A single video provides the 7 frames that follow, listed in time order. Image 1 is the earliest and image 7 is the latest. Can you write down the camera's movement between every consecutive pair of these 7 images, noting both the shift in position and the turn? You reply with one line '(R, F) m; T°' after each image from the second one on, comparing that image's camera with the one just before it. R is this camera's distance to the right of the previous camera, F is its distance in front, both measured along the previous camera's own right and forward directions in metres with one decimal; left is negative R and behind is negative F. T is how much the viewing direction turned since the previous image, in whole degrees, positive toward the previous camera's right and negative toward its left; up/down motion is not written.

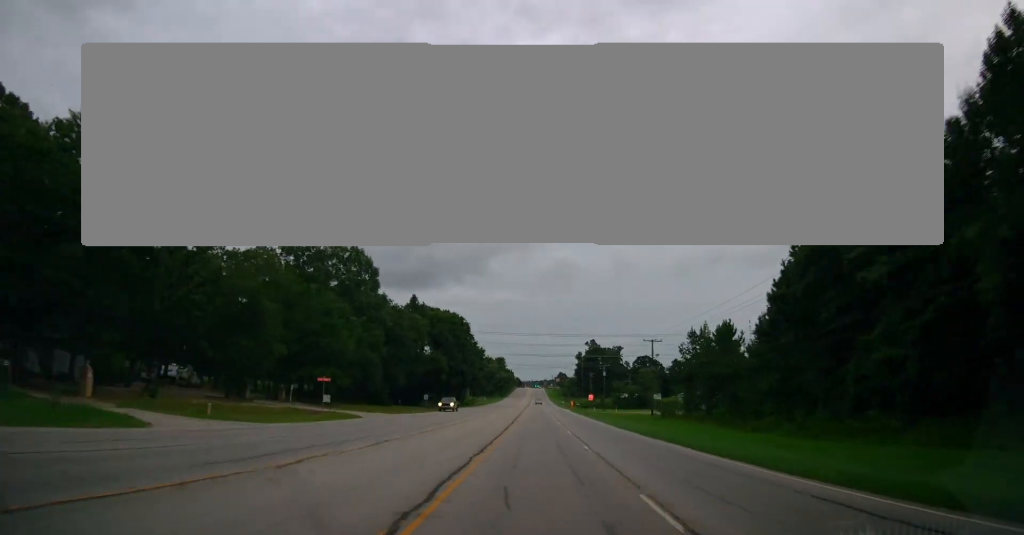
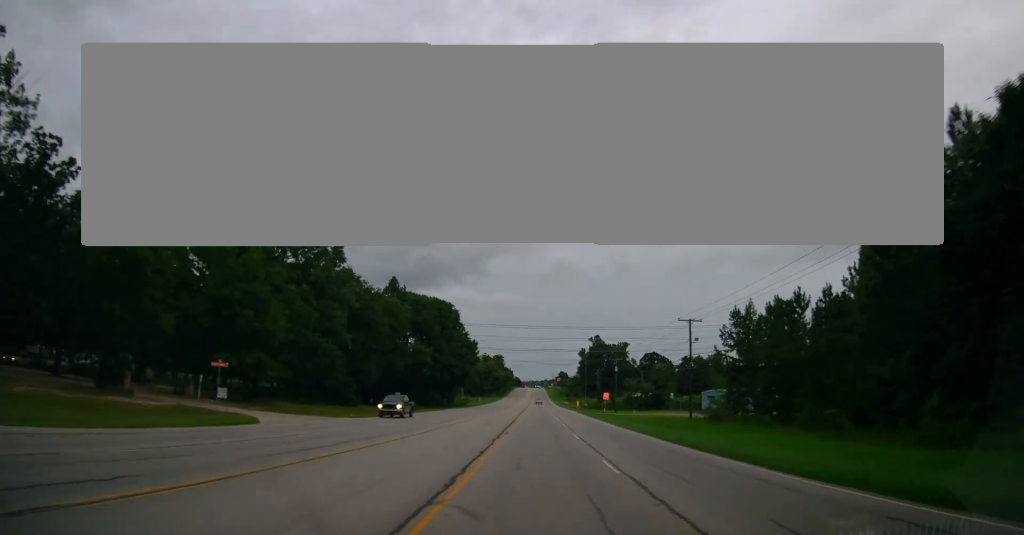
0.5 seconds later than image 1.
(-0.1, +18.0) m; 0°
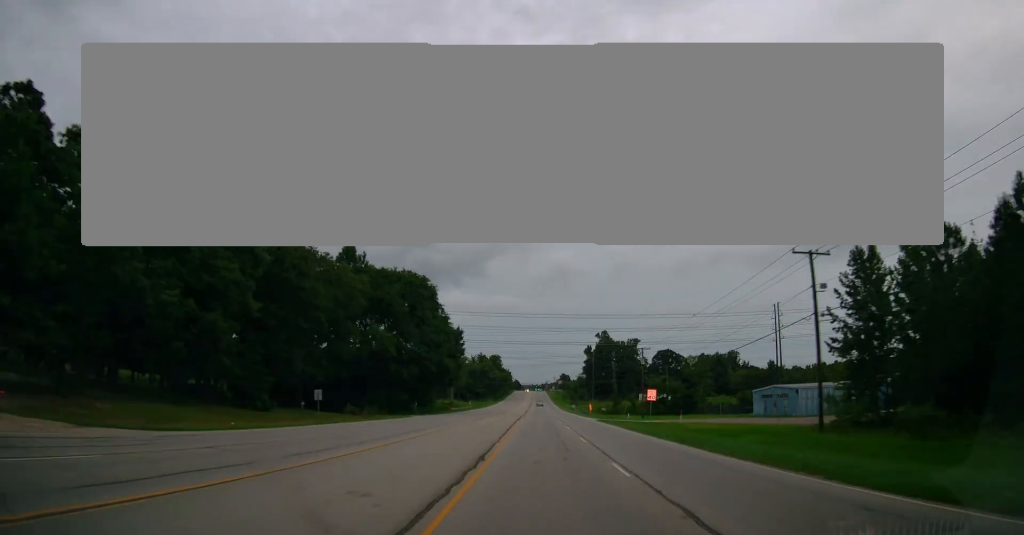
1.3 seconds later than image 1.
(-0.1, +25.9) m; 0°
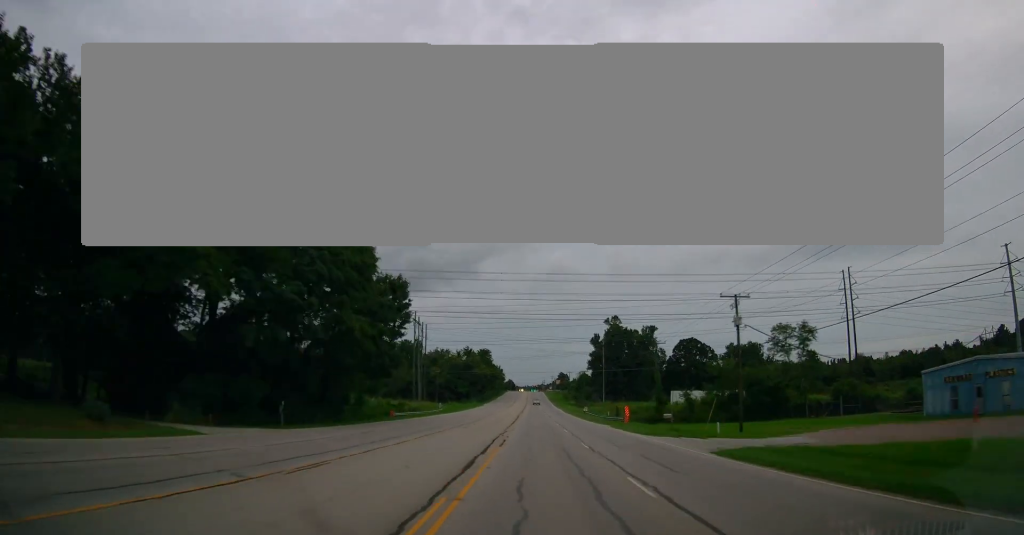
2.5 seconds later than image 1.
(+0.1, +40.4) m; 0°
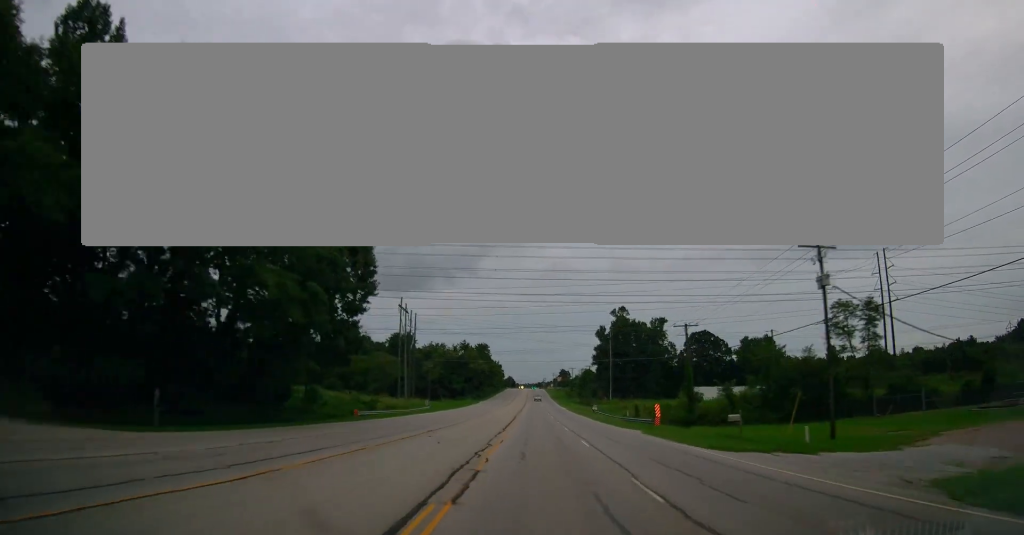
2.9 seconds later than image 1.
(0.0, +13.4) m; 0°
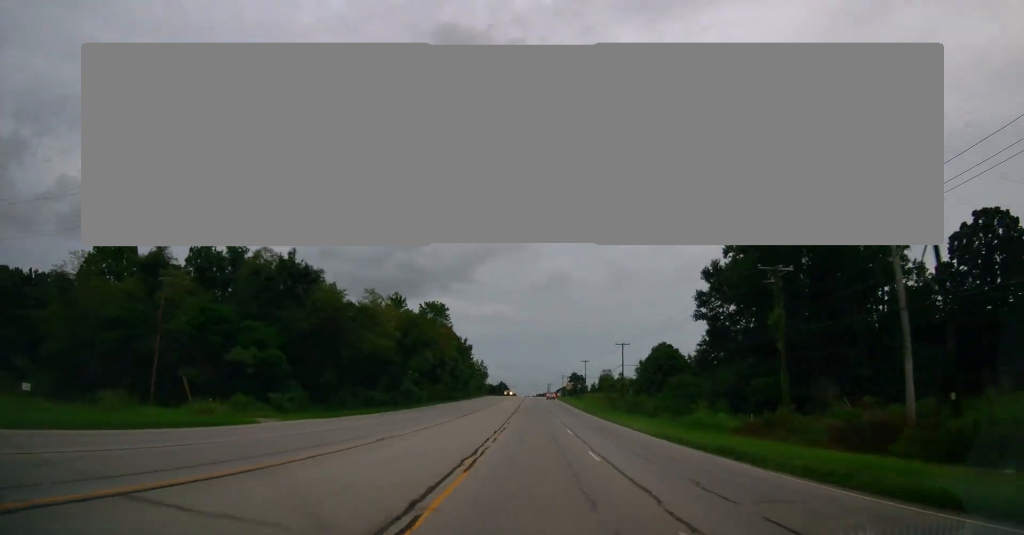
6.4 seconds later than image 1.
(+0.2, +118.0) m; 0°
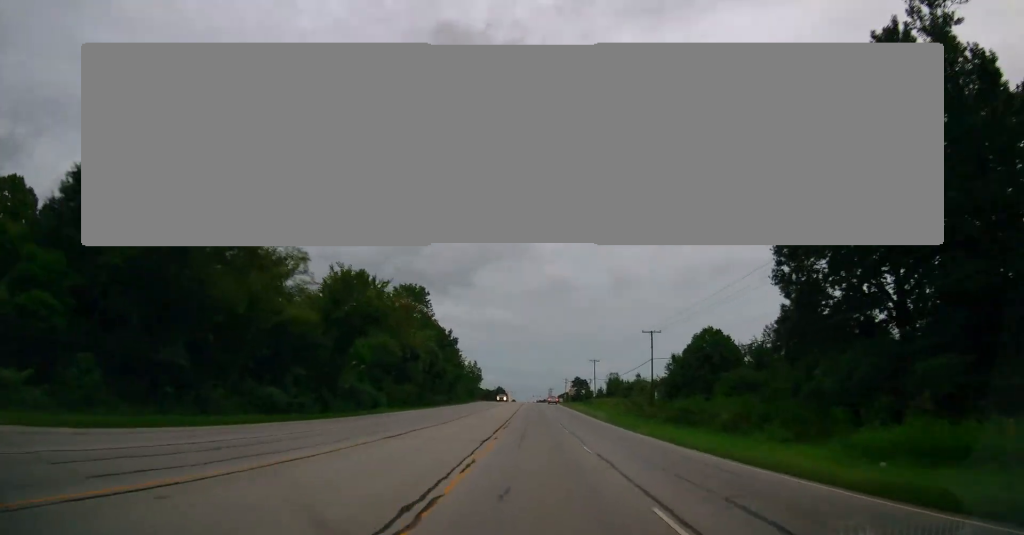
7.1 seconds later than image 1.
(0.0, +23.3) m; 0°
